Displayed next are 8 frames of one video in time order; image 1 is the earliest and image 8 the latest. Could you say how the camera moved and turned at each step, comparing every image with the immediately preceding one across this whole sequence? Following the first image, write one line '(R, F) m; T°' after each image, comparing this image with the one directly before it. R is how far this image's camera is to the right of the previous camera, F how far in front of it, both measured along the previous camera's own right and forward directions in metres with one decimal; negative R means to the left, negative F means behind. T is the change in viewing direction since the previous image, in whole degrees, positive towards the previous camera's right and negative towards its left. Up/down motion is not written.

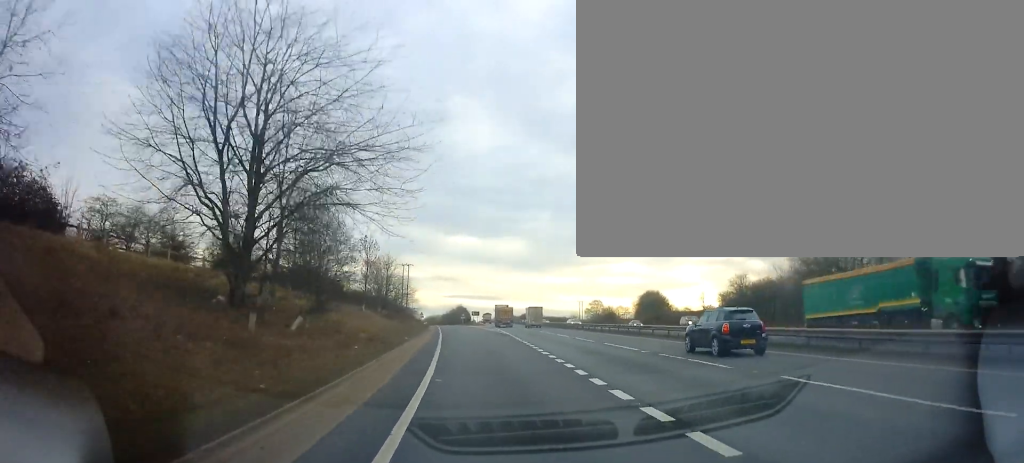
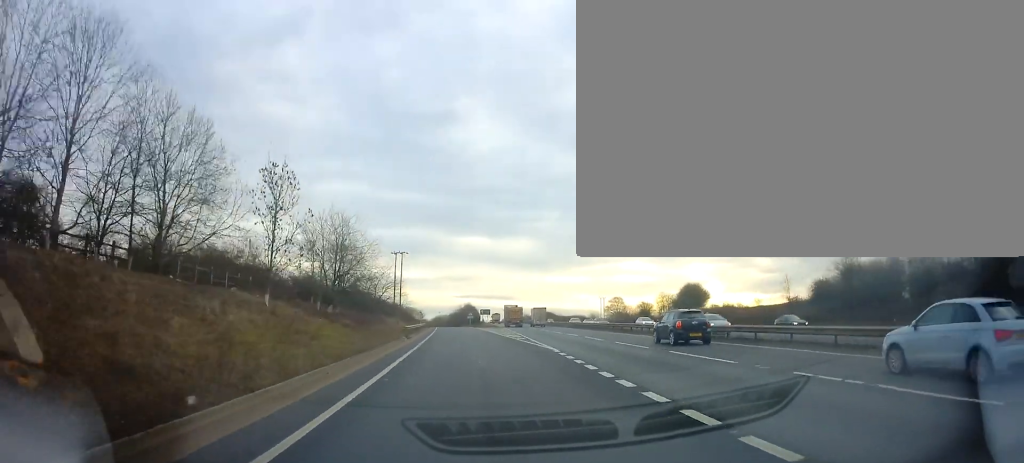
(-0.2, +26.3) m; -2°
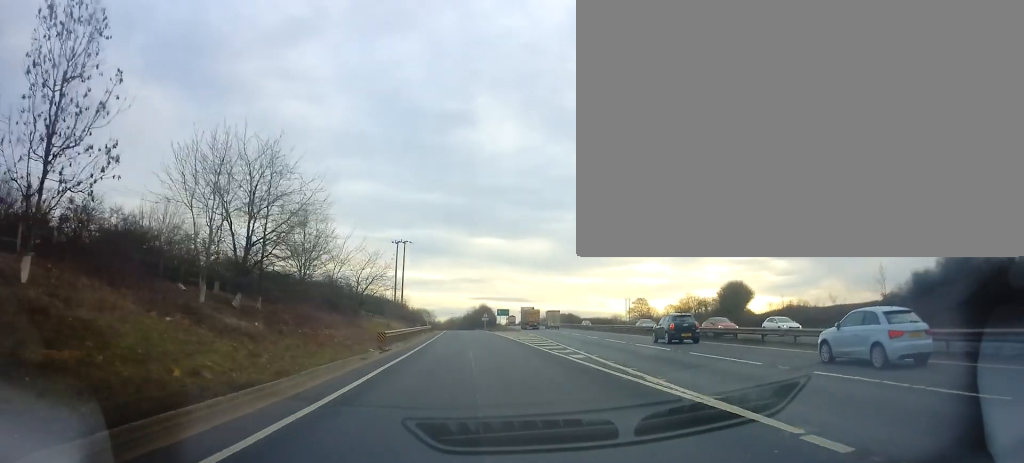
(-0.3, +17.4) m; -1°
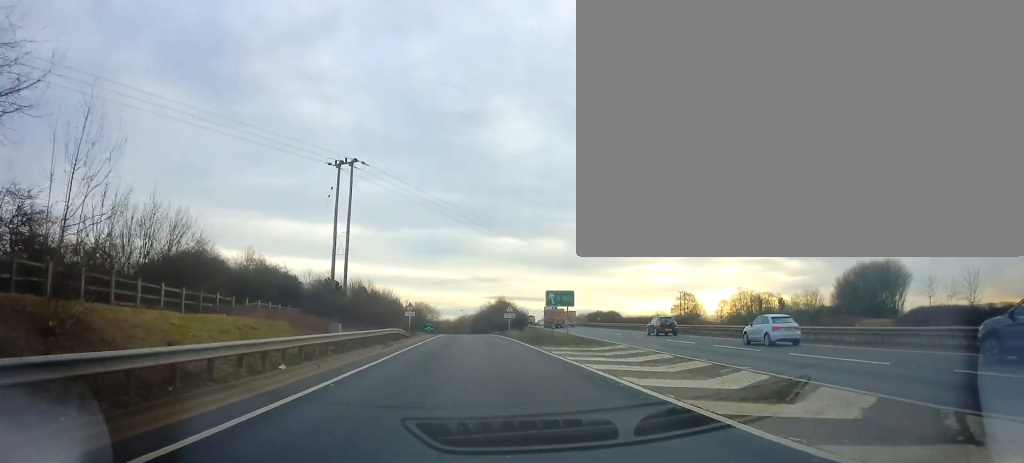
(-0.5, +47.5) m; -1°
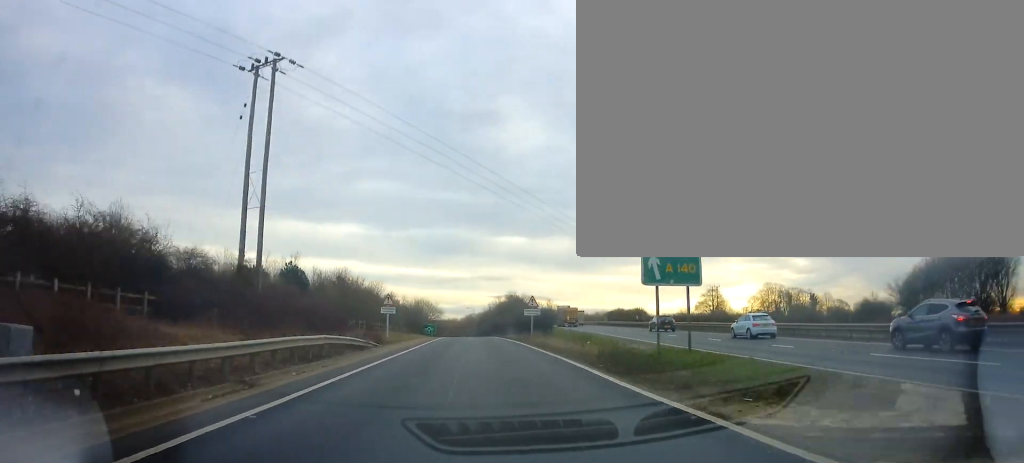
(+0.1, +19.8) m; 0°
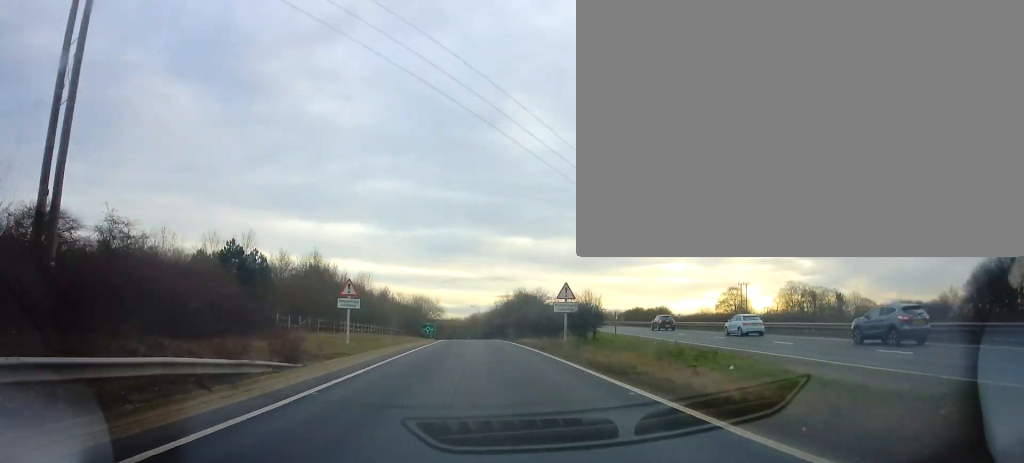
(0.0, +15.0) m; -1°
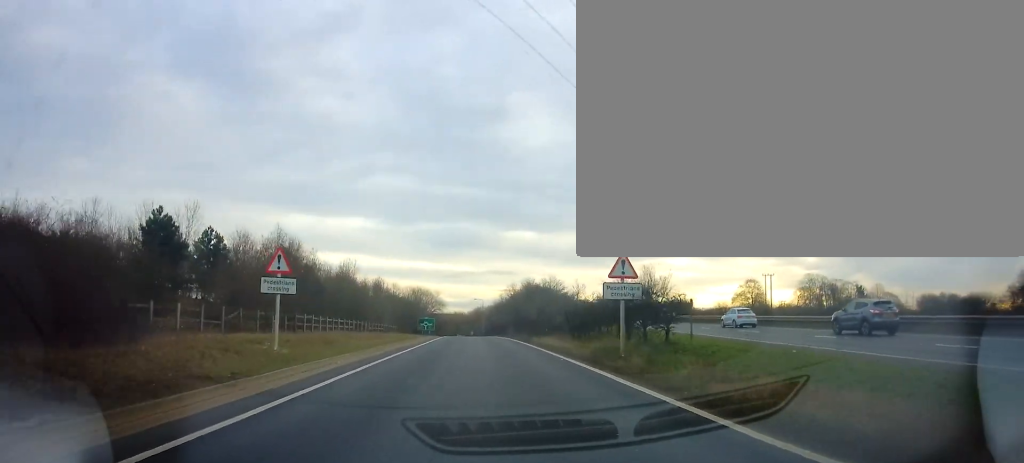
(-0.2, +11.1) m; -1°
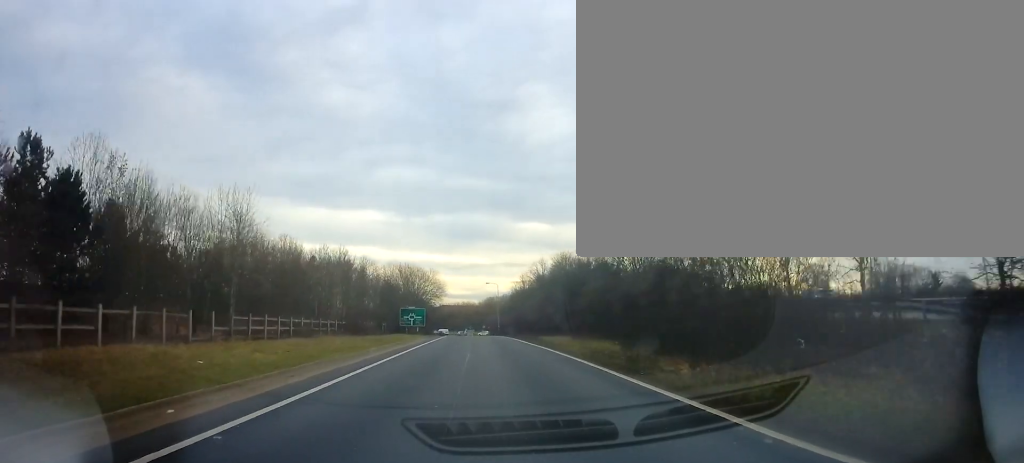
(-0.5, +34.3) m; 0°
